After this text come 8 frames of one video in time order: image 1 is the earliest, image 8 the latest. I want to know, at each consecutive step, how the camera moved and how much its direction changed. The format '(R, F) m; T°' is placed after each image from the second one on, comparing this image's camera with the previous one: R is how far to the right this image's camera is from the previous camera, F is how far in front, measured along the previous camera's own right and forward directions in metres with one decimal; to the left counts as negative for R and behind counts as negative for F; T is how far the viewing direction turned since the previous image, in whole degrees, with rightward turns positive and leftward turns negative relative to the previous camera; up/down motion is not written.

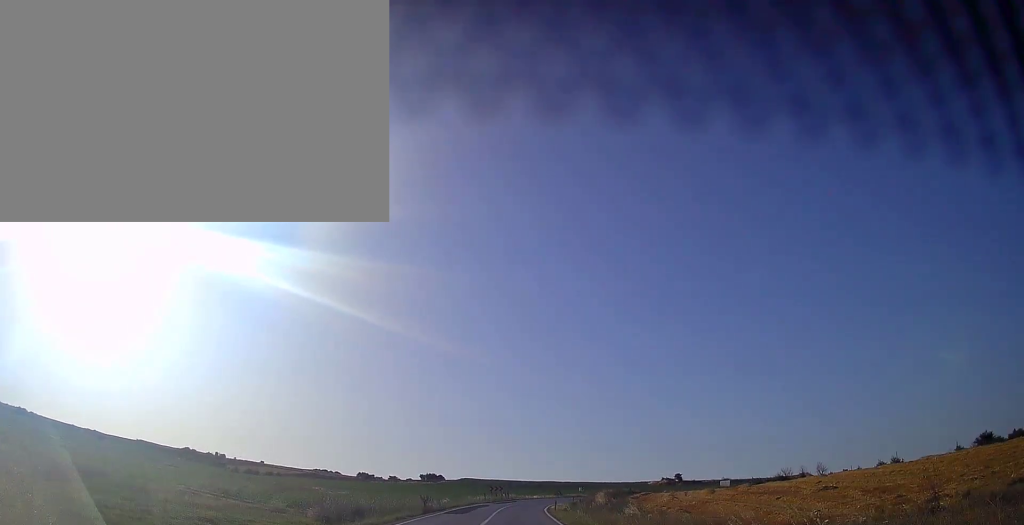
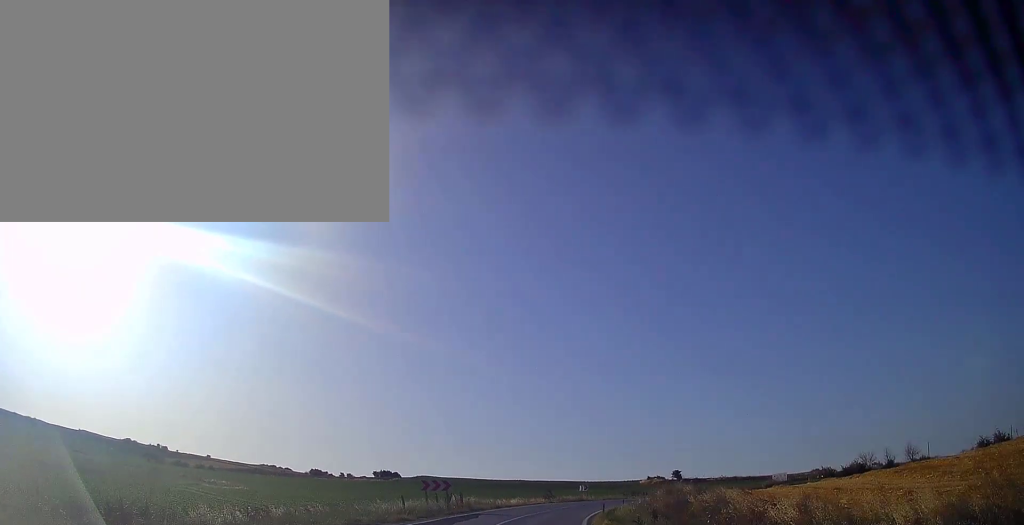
(+0.6, +42.0) m; +3°
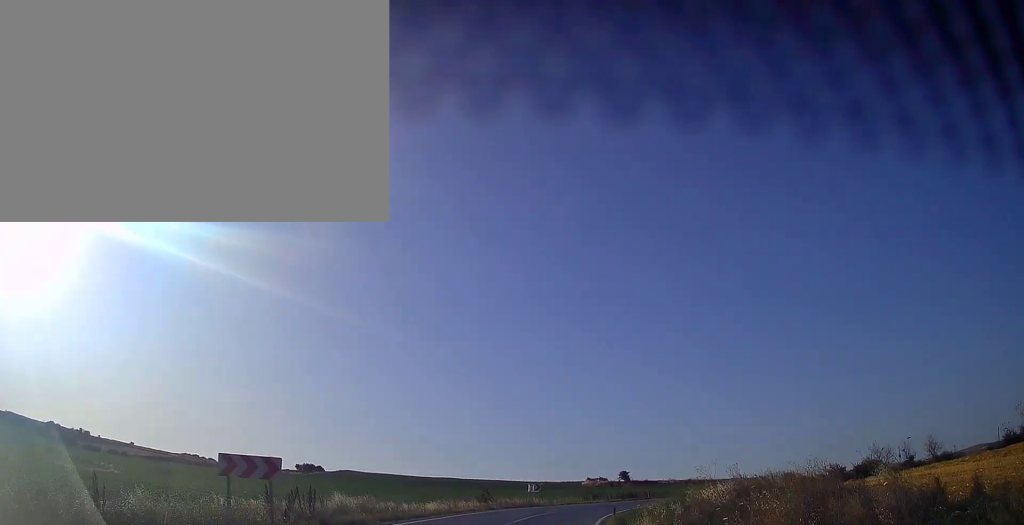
(+0.5, +21.4) m; +4°
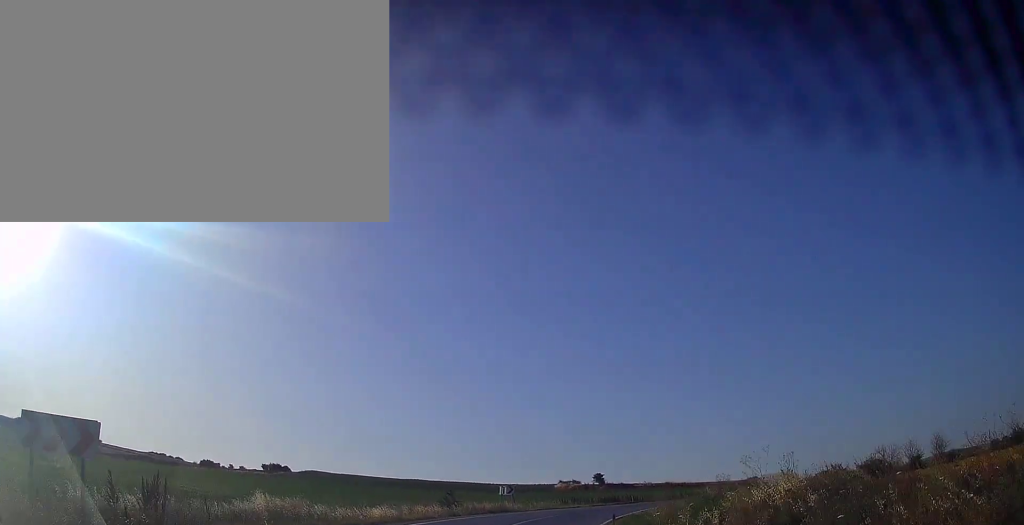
(+0.2, +7.1) m; +2°
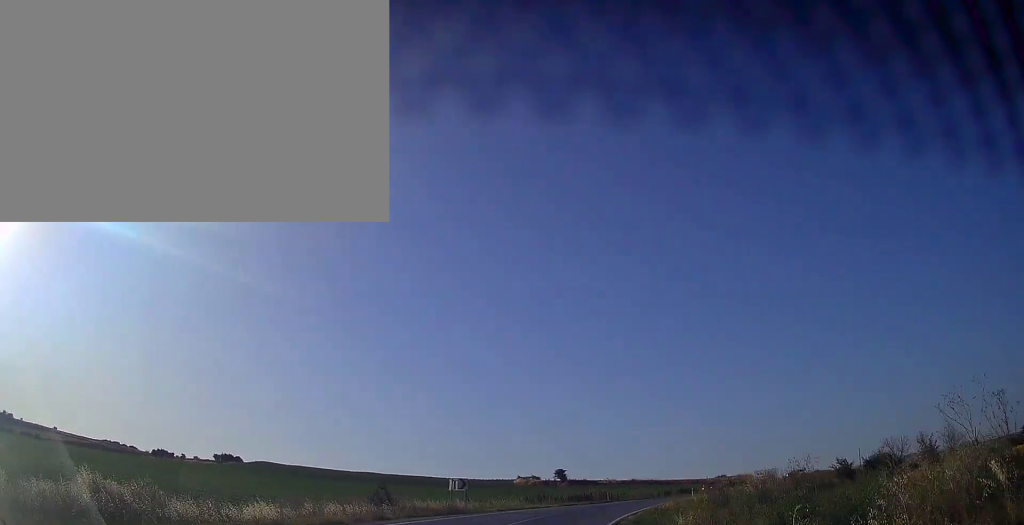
(+0.2, +9.7) m; +4°
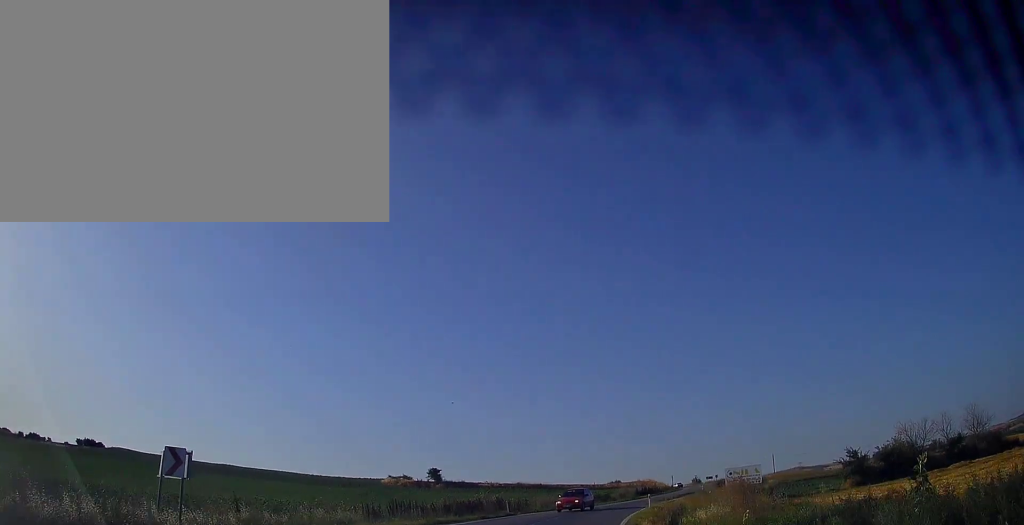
(+1.9, +20.9) m; +11°
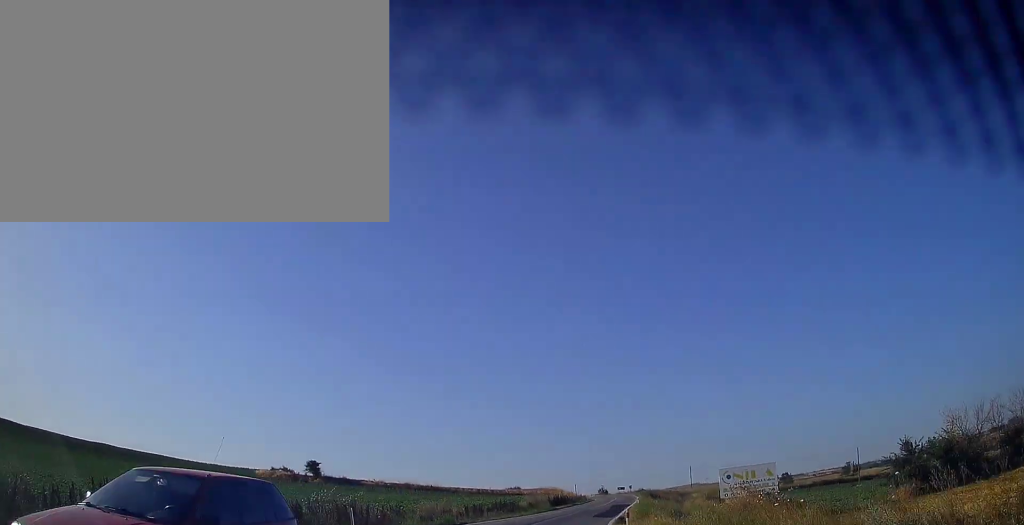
(+1.4, +15.8) m; +9°
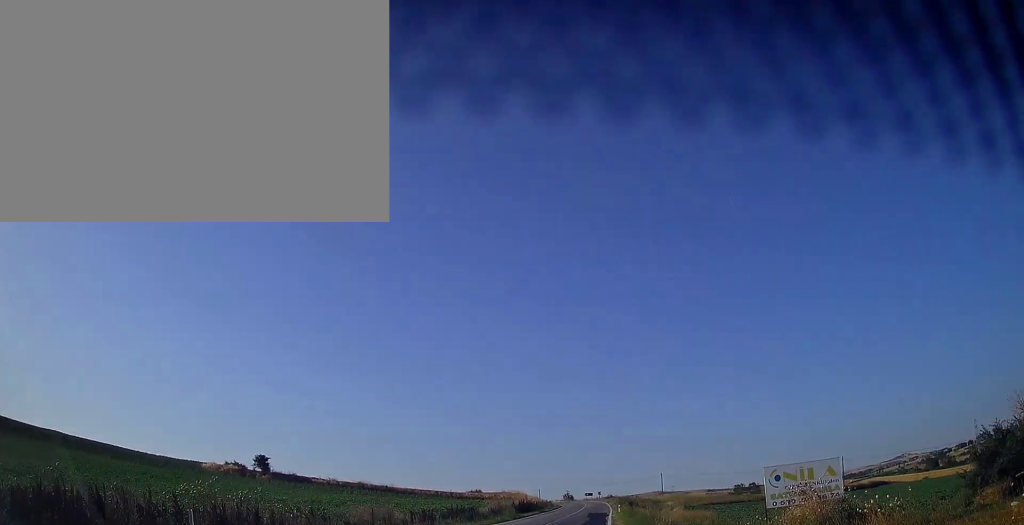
(+0.3, +7.4) m; +4°
